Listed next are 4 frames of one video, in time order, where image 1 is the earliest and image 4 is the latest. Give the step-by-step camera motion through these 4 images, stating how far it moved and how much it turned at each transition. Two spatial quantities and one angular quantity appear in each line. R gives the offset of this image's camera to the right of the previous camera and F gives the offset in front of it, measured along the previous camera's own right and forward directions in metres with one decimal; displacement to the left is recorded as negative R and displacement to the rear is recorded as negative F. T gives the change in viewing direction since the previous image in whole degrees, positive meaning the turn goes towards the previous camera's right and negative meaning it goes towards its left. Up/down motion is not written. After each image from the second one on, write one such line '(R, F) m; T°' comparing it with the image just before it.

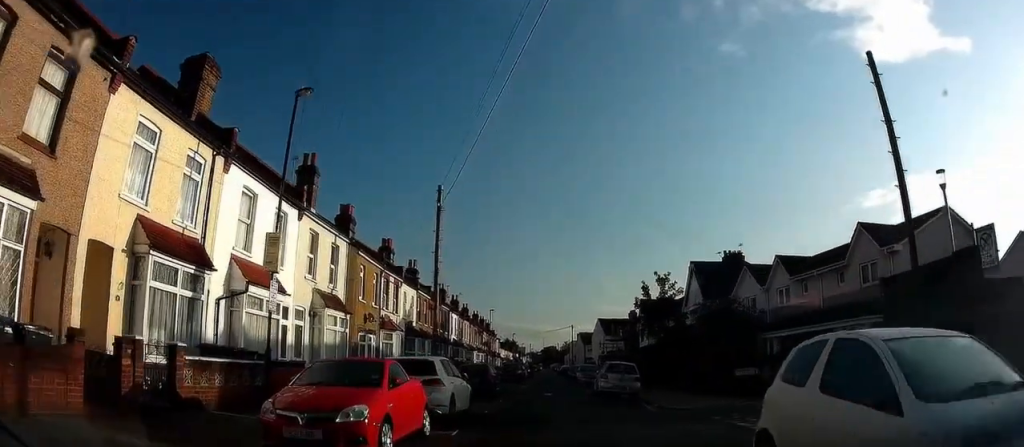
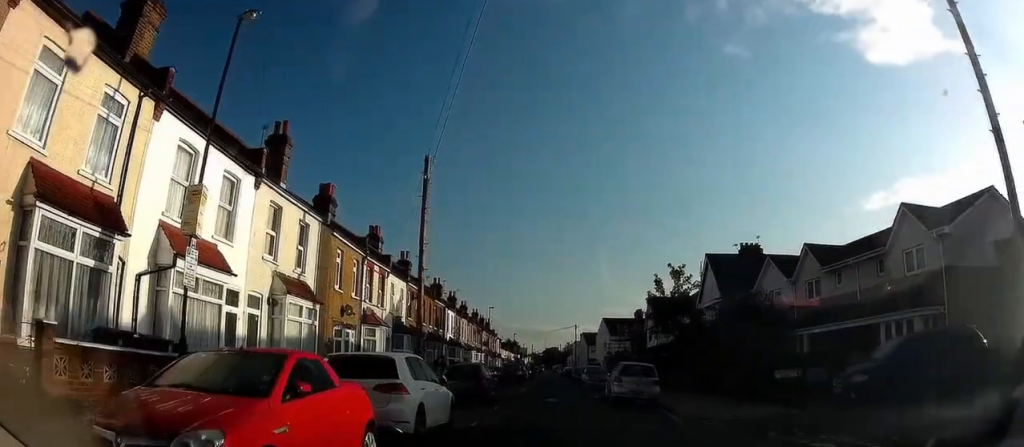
(0.0, +3.5) m; -1°
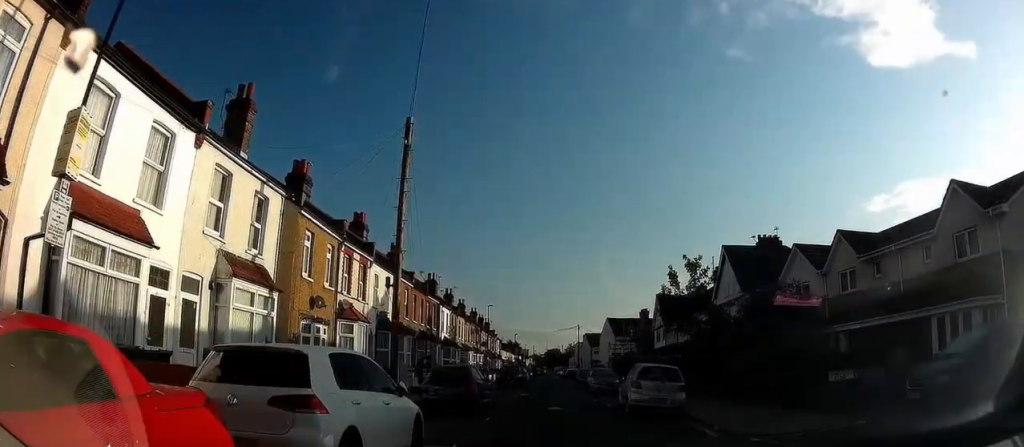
(0.0, +3.2) m; -1°
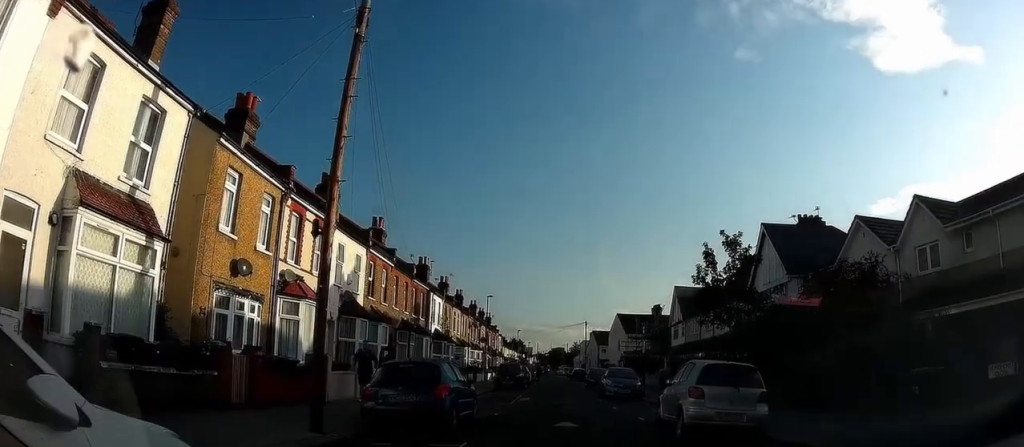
(-0.1, +6.2) m; +1°
